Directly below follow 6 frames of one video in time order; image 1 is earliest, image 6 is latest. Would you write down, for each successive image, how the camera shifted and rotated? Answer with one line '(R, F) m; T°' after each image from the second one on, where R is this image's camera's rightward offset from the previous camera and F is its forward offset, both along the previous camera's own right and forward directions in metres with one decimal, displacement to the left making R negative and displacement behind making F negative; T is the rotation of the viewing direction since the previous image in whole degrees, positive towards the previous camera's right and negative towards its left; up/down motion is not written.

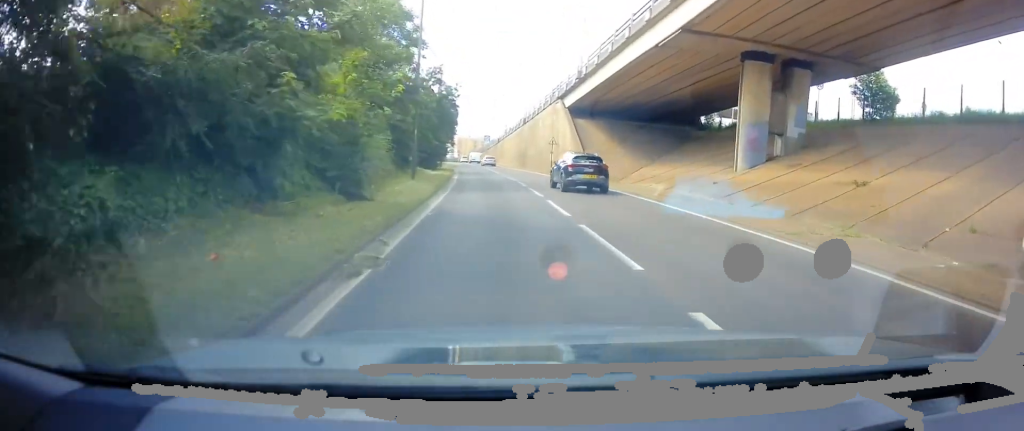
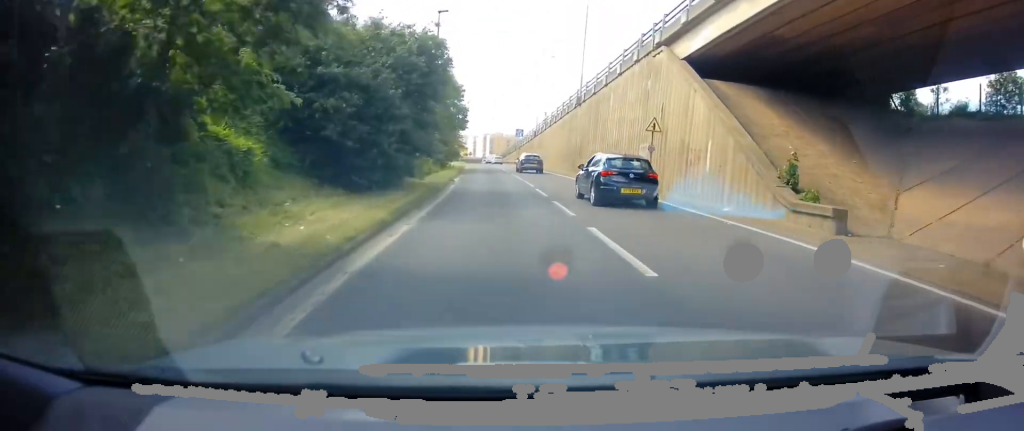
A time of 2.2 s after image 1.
(-0.5, +25.1) m; -4°
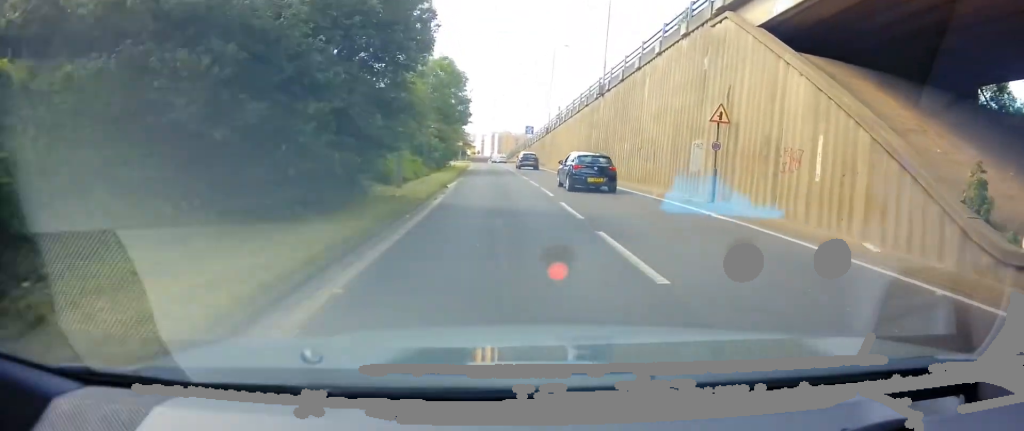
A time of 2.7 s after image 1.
(-0.1, +6.7) m; 0°
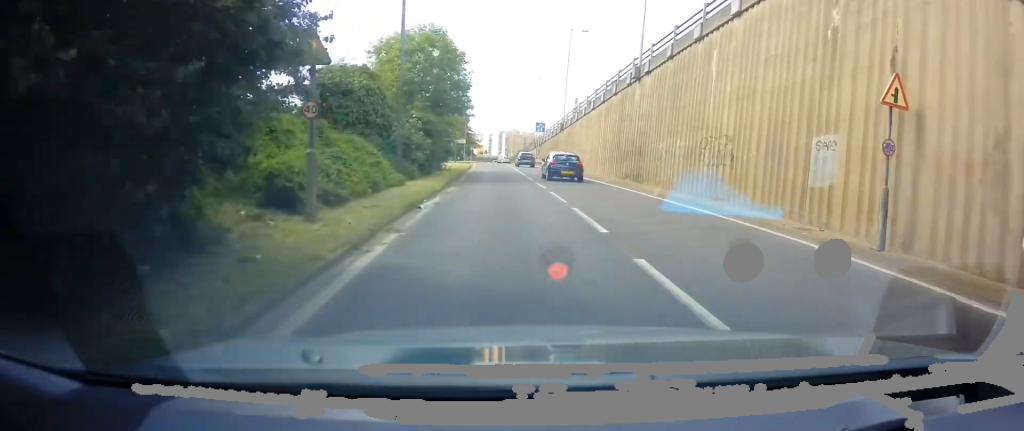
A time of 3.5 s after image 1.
(0.0, +8.4) m; +1°
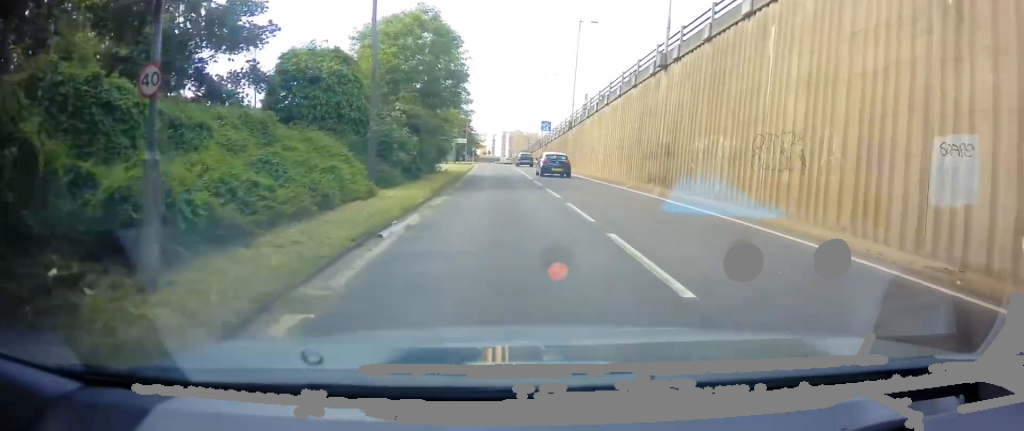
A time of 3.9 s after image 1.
(0.0, +4.4) m; 0°
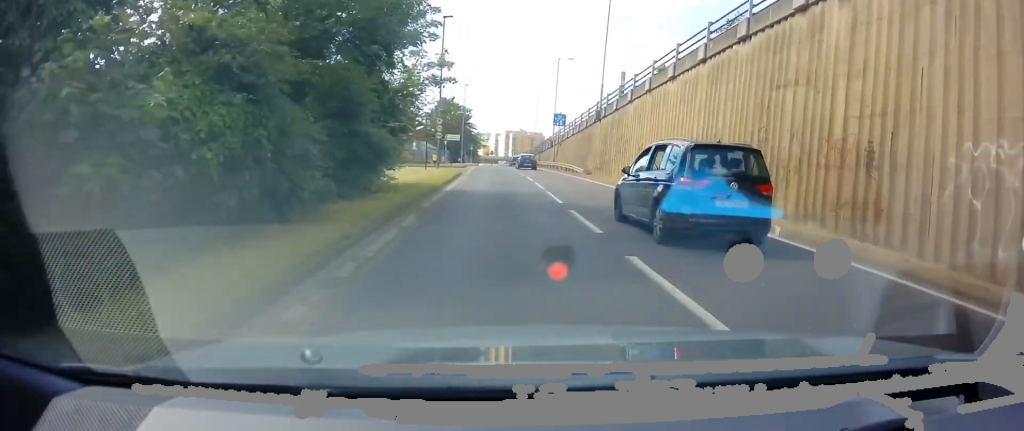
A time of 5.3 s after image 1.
(0.0, +14.6) m; -1°
